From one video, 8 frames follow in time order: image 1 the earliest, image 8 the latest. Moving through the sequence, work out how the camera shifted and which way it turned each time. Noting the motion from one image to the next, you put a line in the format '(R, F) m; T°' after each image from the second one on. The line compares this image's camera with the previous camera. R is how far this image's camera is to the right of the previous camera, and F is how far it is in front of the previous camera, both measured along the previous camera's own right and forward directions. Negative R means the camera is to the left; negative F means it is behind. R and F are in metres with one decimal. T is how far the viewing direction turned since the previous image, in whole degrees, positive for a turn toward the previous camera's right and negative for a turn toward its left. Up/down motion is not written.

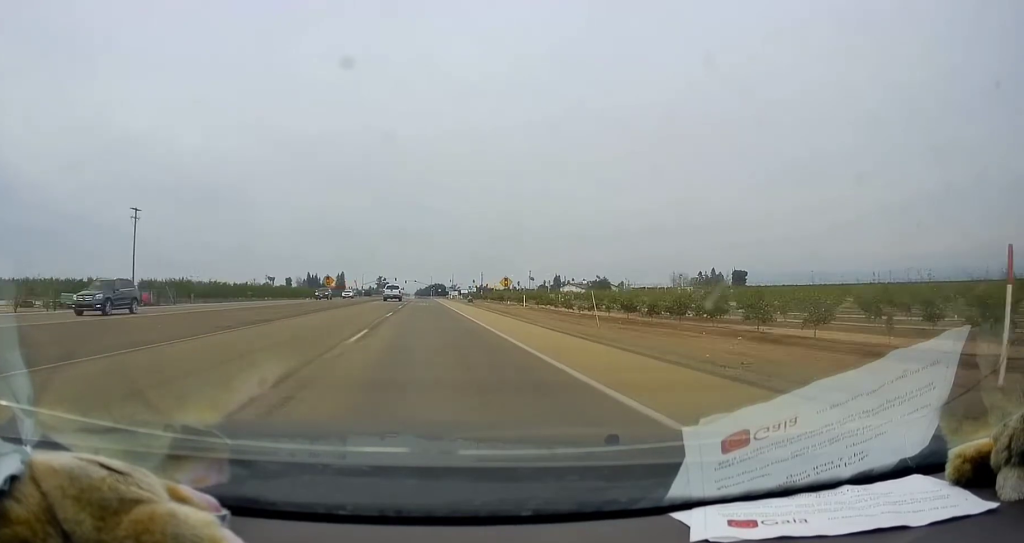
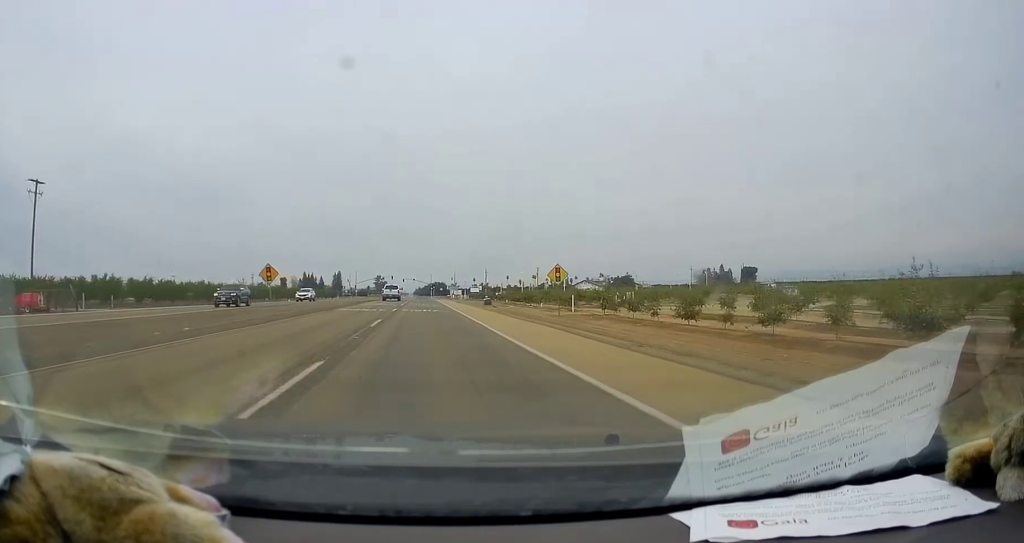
(-0.8, +22.4) m; -2°
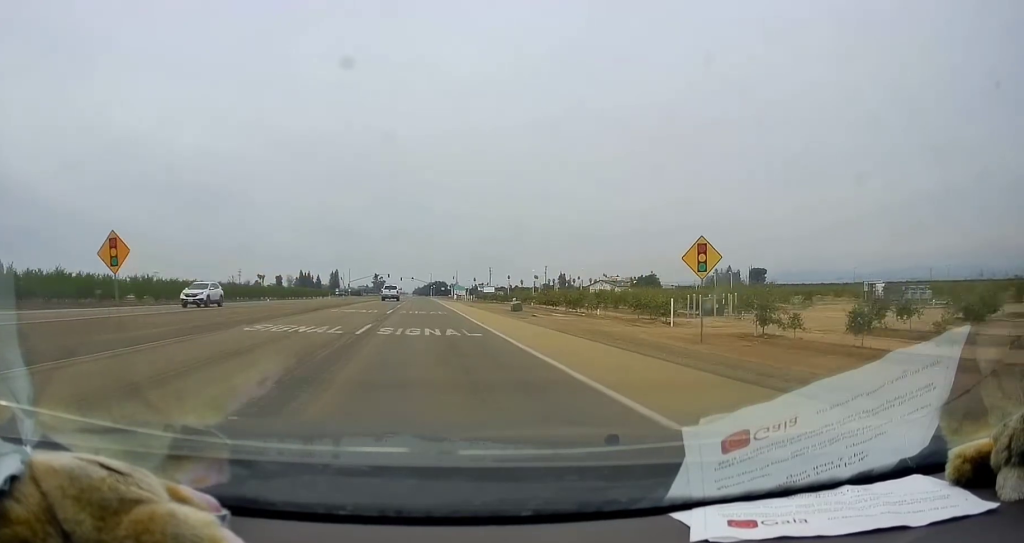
(0.0, +19.5) m; 0°
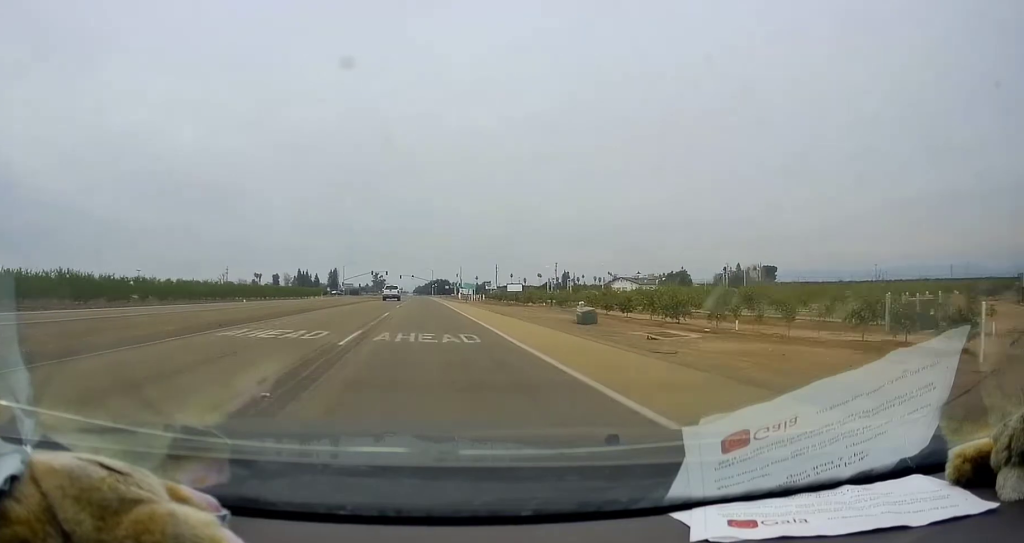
(0.0, +21.3) m; +1°
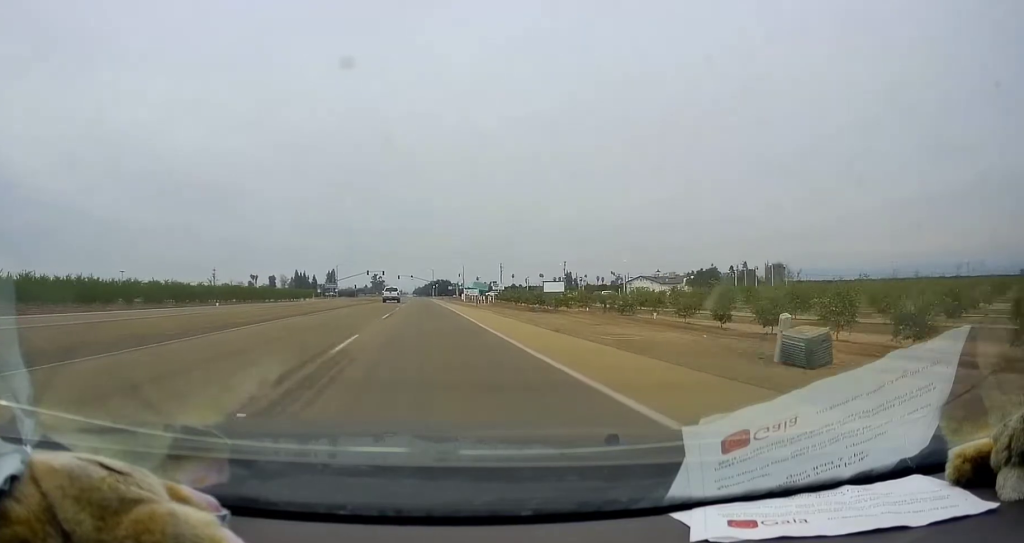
(+0.1, +14.3) m; 0°
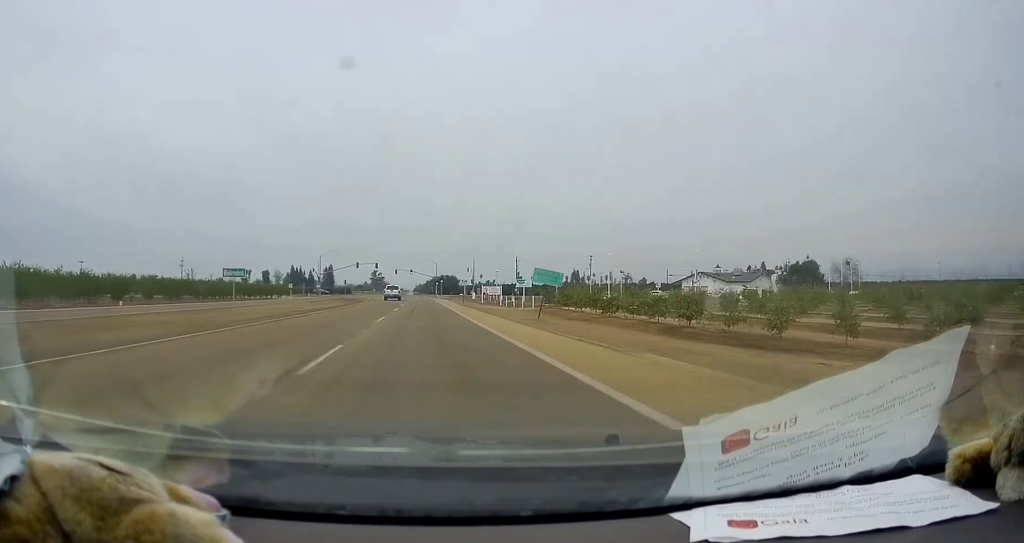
(0.0, +33.4) m; -1°
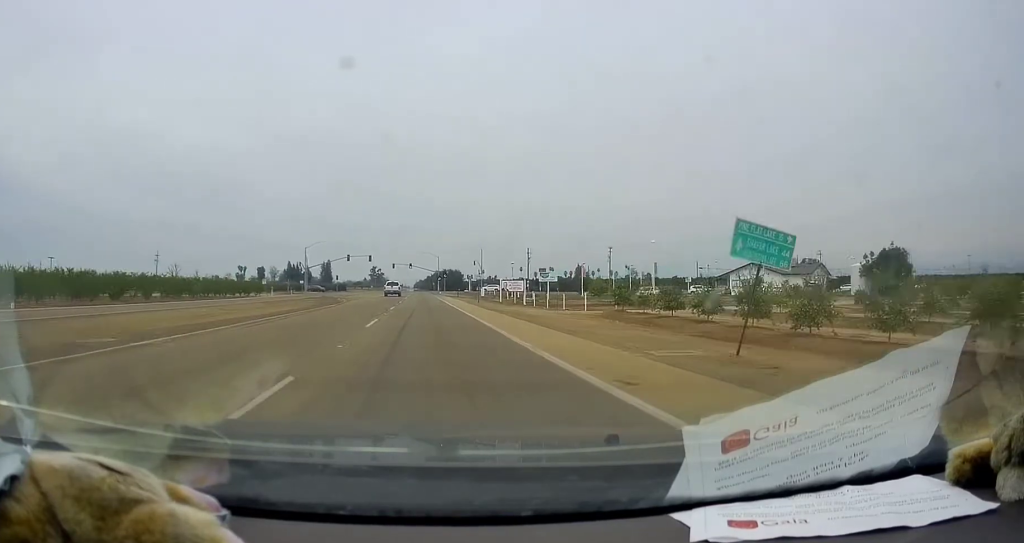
(-0.1, +19.8) m; +1°
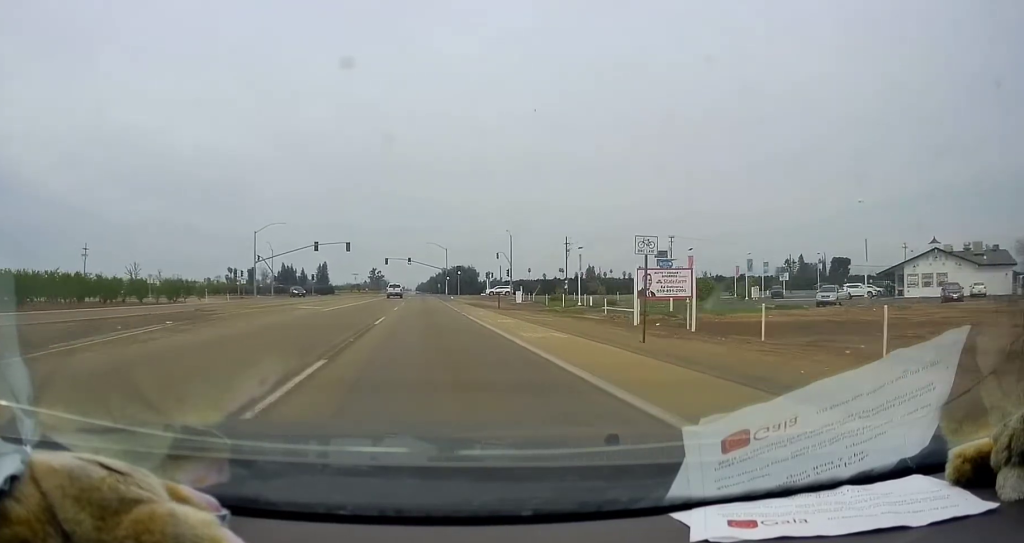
(+0.9, +41.7) m; 0°
